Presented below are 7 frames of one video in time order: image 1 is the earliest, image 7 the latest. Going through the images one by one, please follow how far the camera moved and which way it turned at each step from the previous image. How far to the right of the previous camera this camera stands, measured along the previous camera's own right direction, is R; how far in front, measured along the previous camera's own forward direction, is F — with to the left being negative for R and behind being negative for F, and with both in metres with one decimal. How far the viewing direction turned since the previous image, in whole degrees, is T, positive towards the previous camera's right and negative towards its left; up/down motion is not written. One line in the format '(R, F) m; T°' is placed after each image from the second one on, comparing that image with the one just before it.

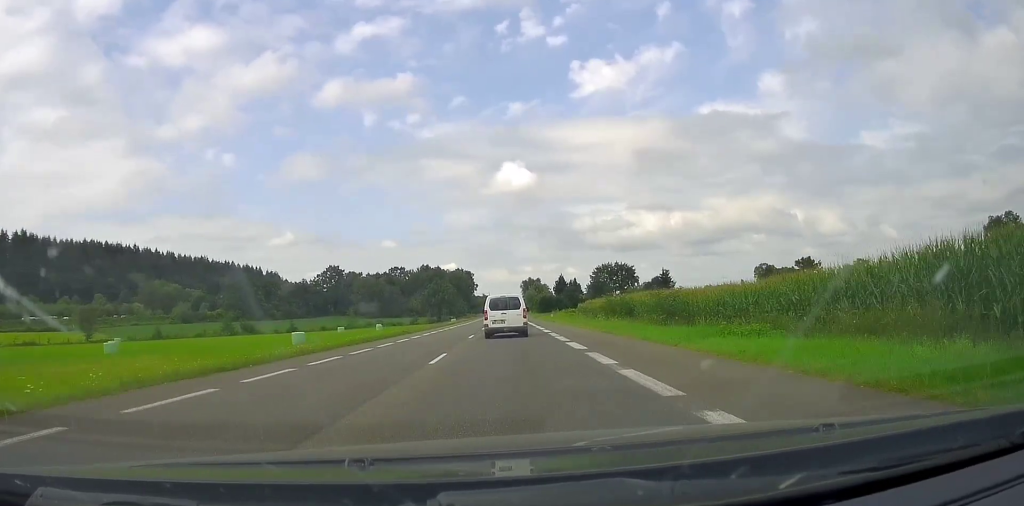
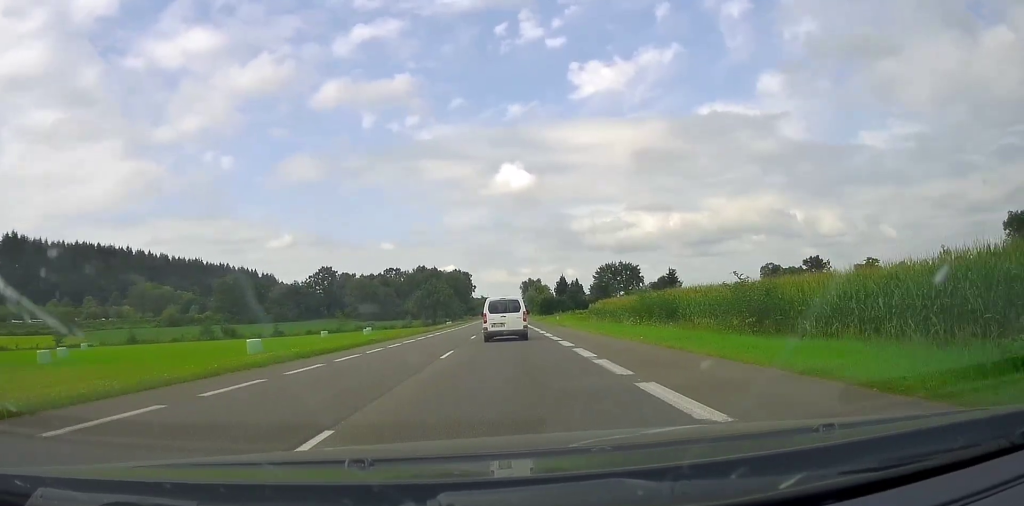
(-0.1, +10.6) m; +1°
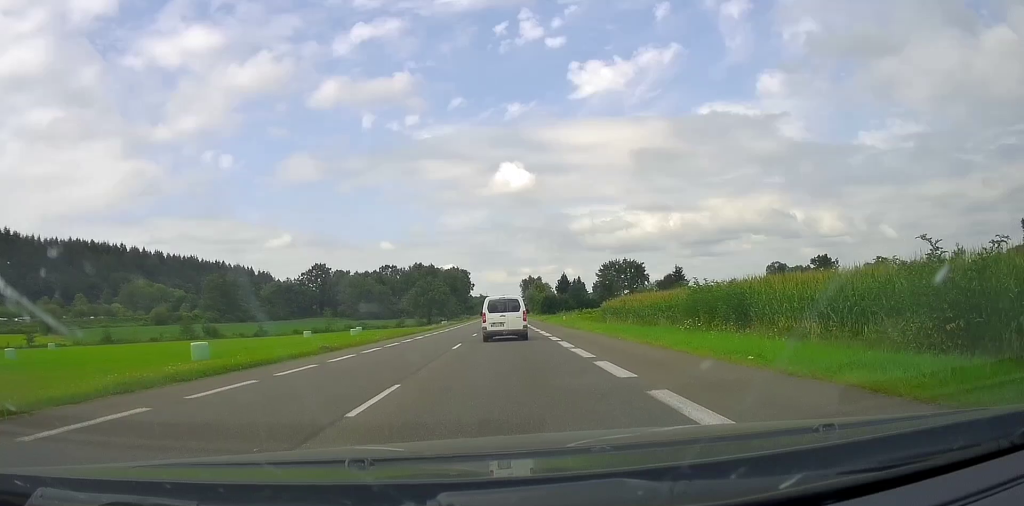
(+0.3, +9.2) m; 0°
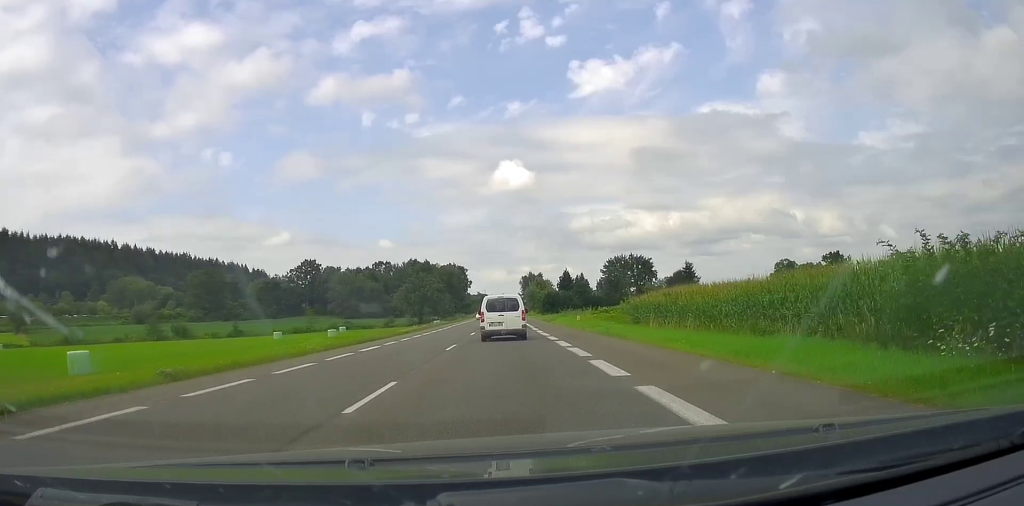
(+0.2, +13.2) m; 0°
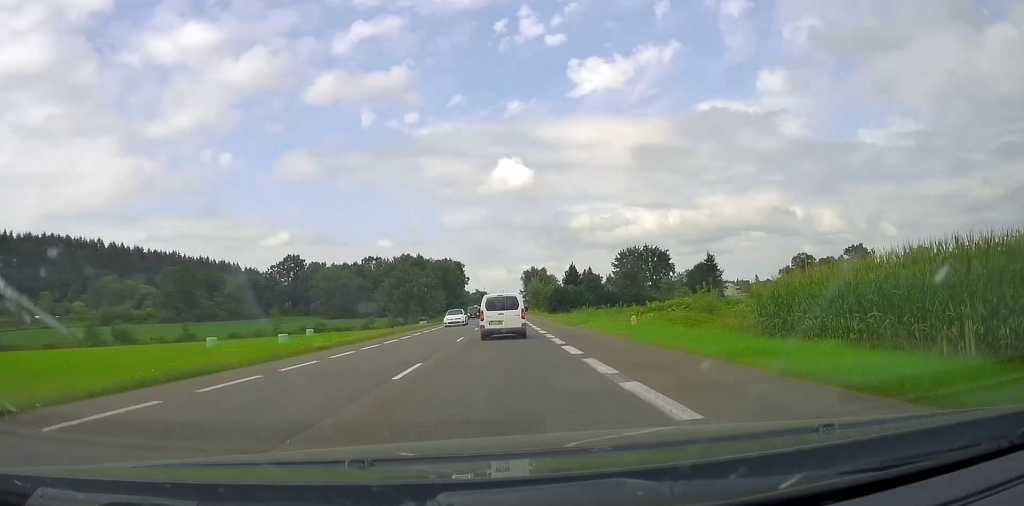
(-0.4, +21.6) m; -1°
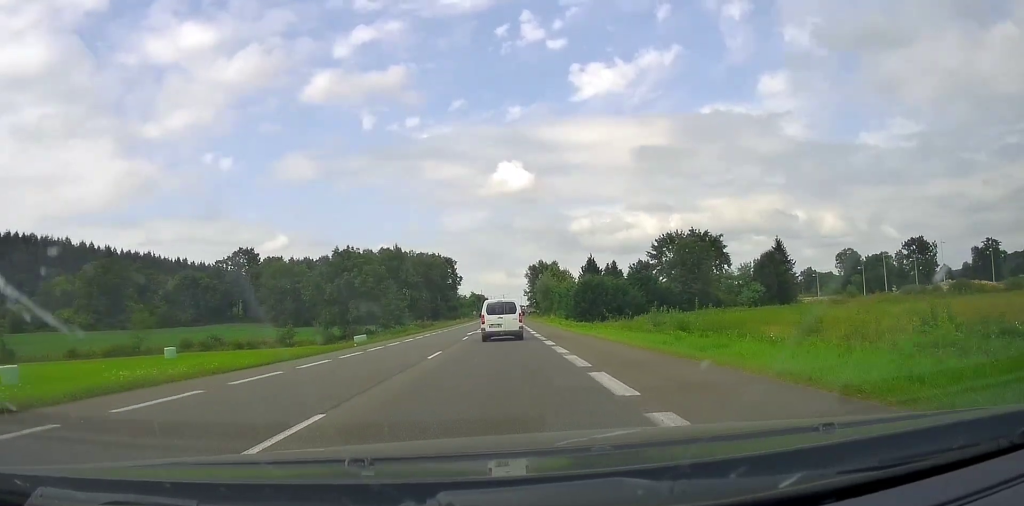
(+0.1, +47.3) m; 0°
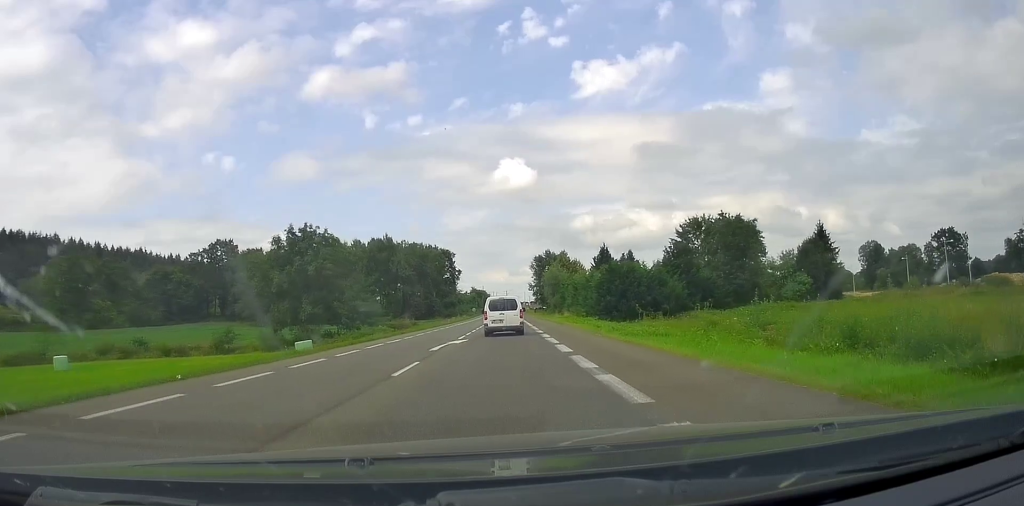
(-0.2, +18.4) m; 0°
